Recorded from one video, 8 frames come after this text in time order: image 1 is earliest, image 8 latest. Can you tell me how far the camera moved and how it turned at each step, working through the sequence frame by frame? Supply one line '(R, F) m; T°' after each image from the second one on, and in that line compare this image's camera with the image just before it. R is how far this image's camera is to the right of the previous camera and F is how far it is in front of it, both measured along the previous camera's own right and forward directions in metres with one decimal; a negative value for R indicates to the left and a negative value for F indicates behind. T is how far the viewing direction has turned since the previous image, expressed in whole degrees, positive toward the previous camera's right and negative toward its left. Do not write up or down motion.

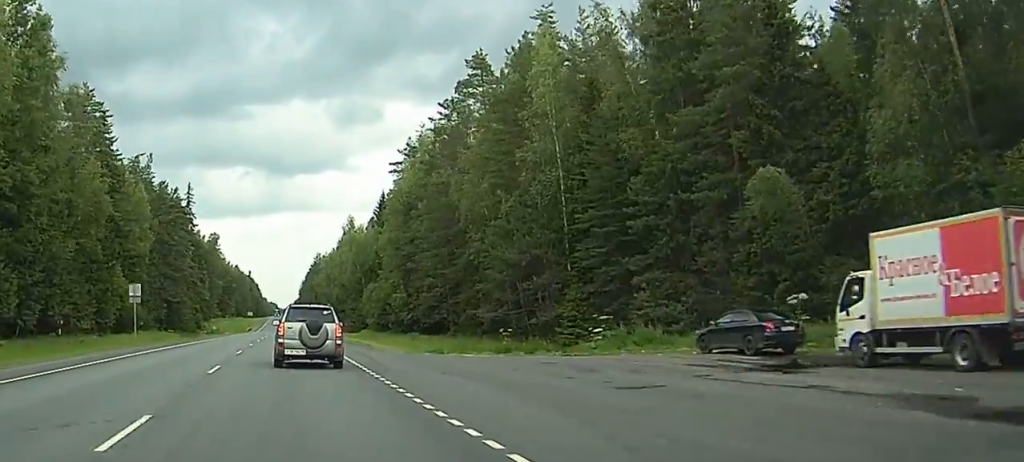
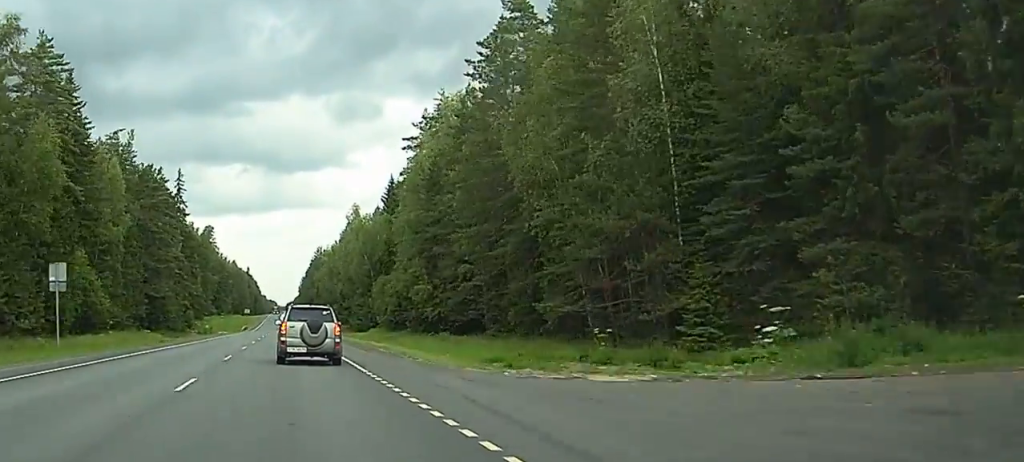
(0.0, +17.4) m; 0°
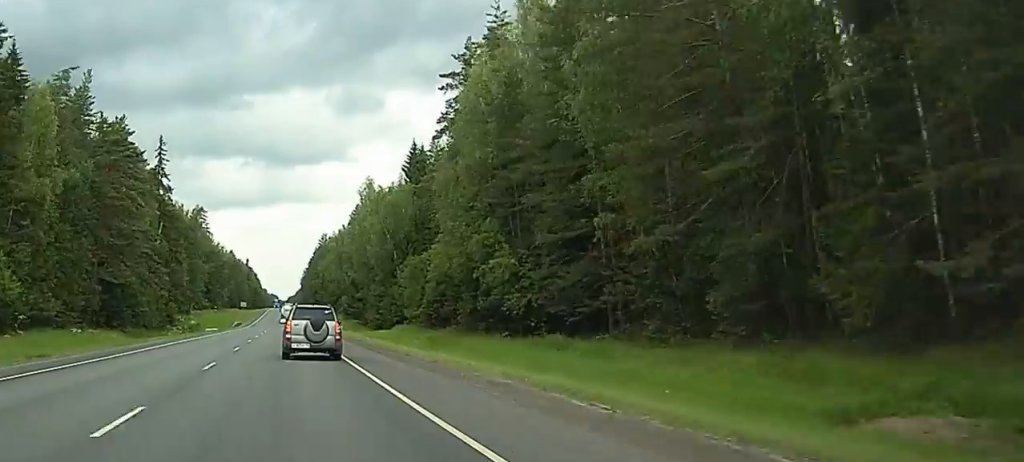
(0.0, +29.9) m; 0°
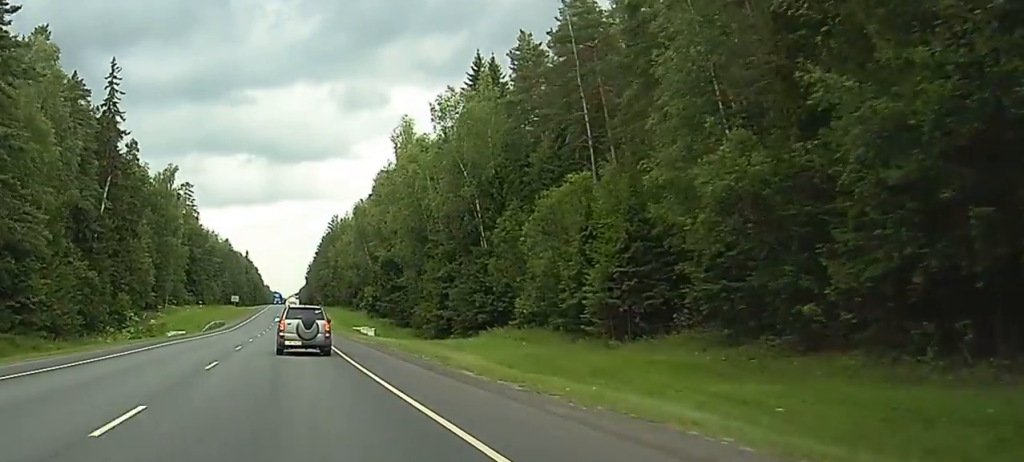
(-0.2, +48.3) m; -1°
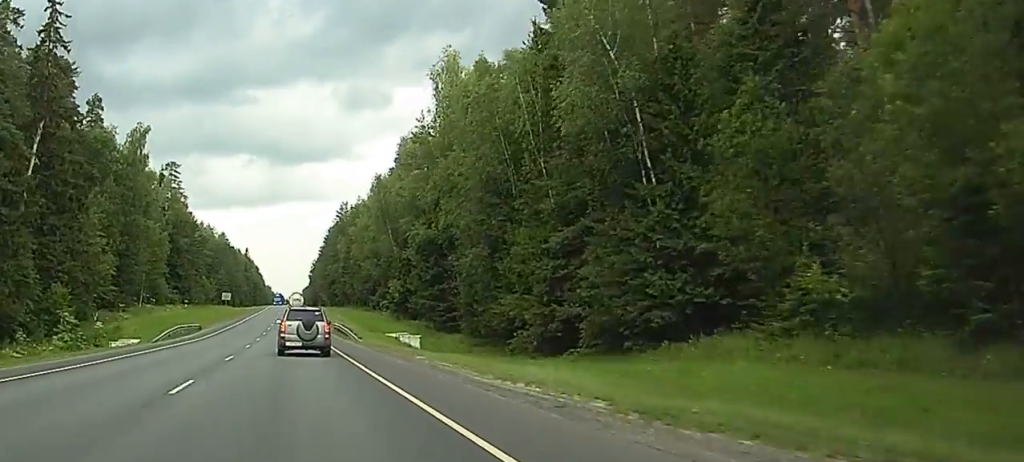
(-0.1, +30.9) m; 0°
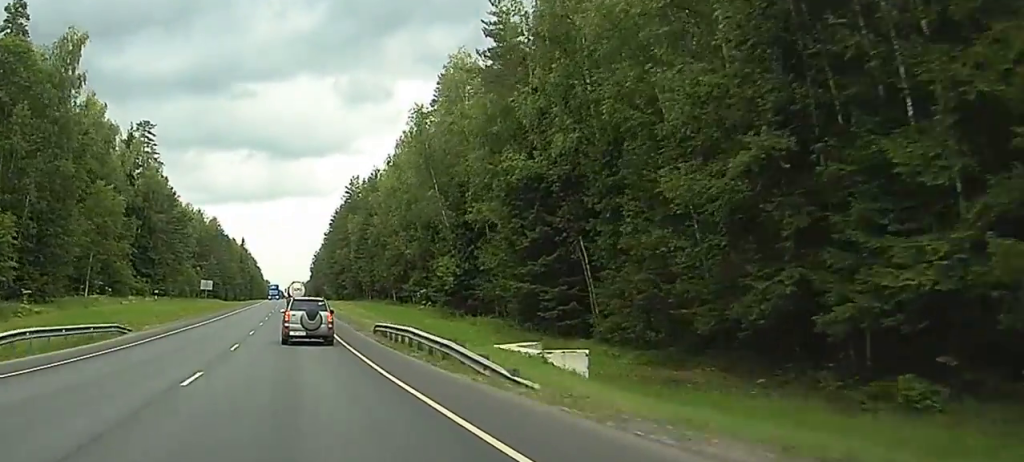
(0.0, +35.6) m; 0°
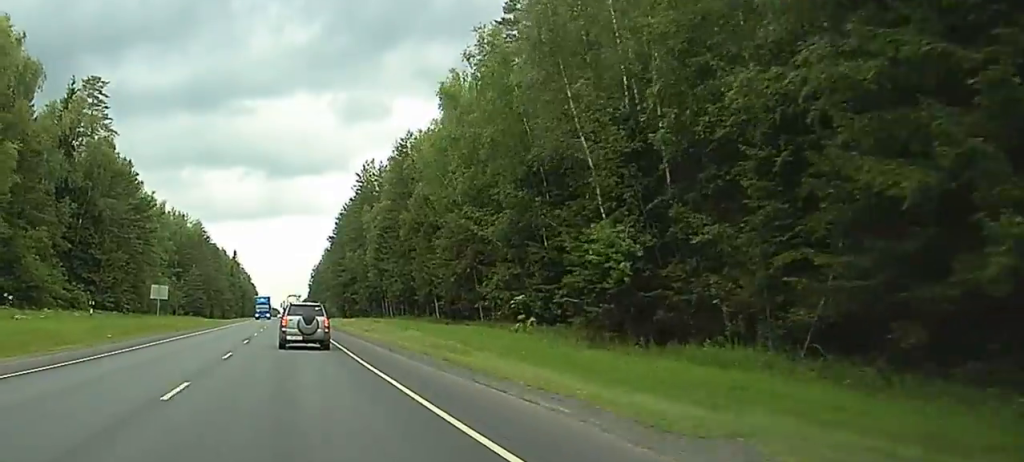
(-0.1, +38.6) m; 0°
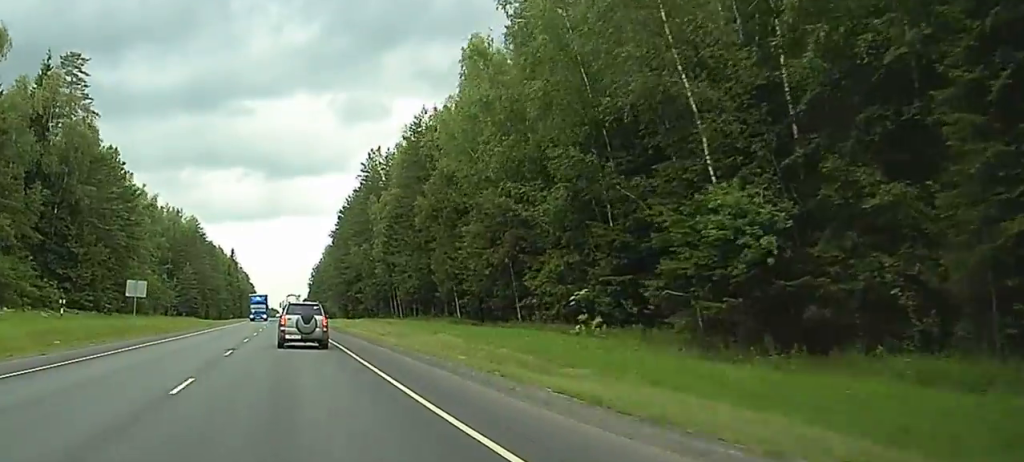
(0.0, +11.1) m; 0°
